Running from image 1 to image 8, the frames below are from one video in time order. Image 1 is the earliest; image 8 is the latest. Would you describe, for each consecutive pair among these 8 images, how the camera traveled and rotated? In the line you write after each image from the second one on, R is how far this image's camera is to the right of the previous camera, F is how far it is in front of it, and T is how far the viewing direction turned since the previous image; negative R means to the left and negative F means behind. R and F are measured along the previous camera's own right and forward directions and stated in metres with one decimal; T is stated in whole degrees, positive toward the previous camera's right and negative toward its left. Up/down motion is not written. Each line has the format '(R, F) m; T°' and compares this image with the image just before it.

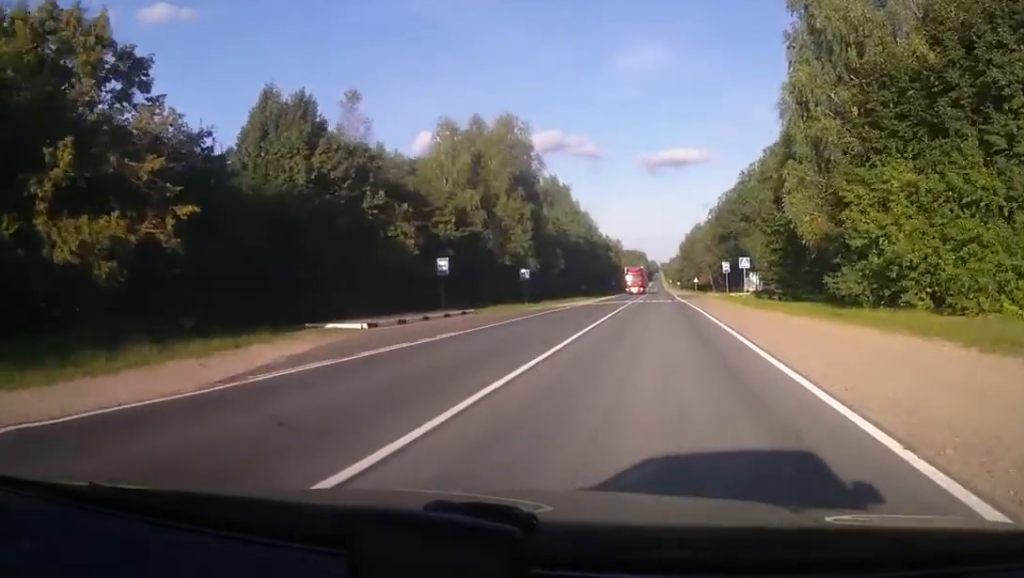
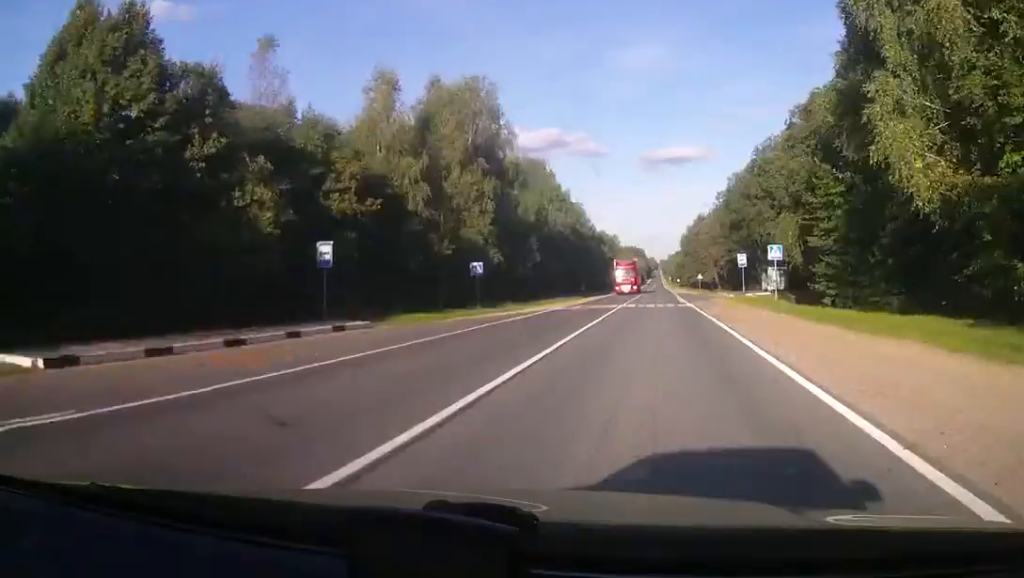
(0.0, +14.6) m; 0°
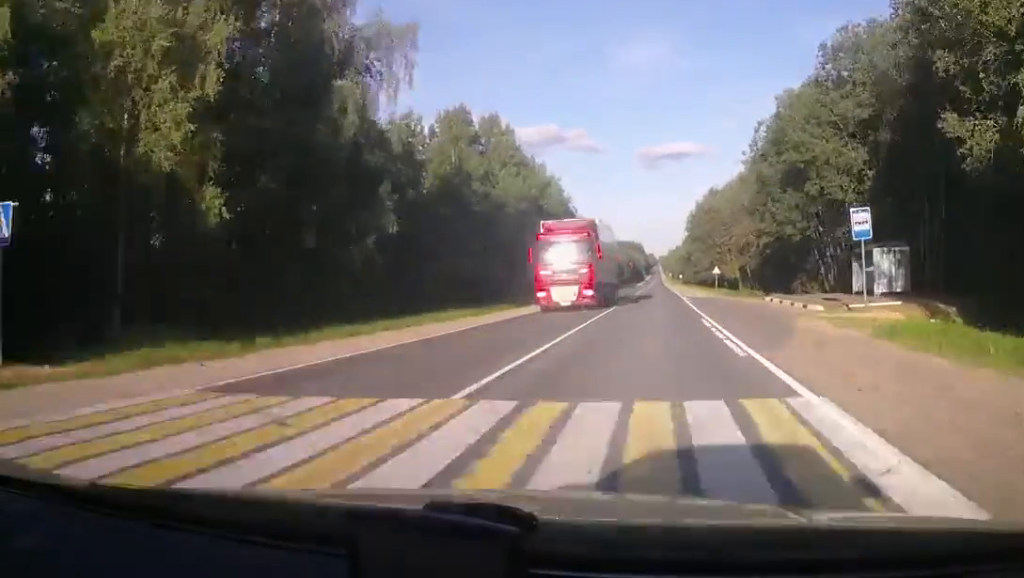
(+0.2, +33.0) m; +1°
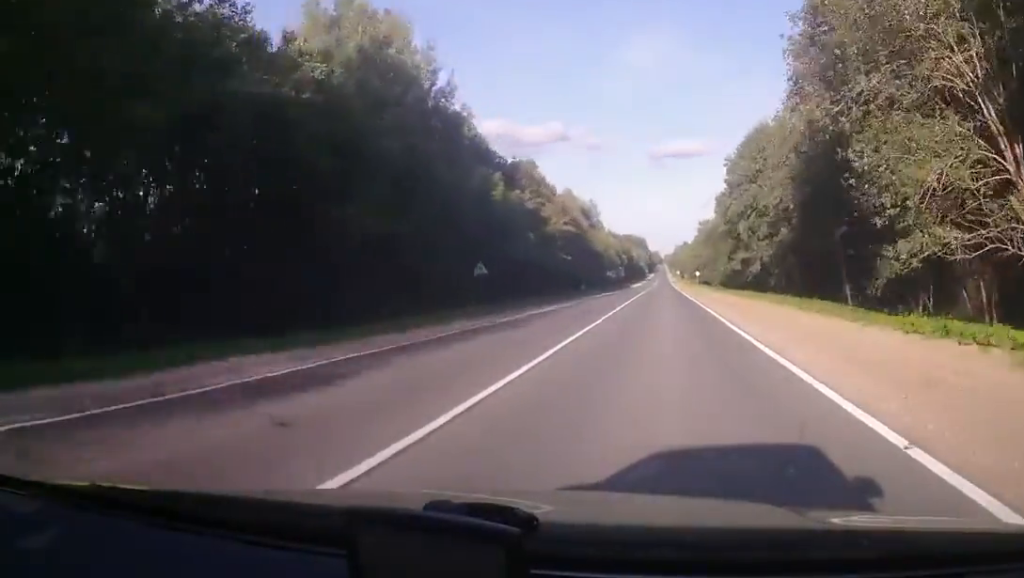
(-0.1, +70.5) m; -1°
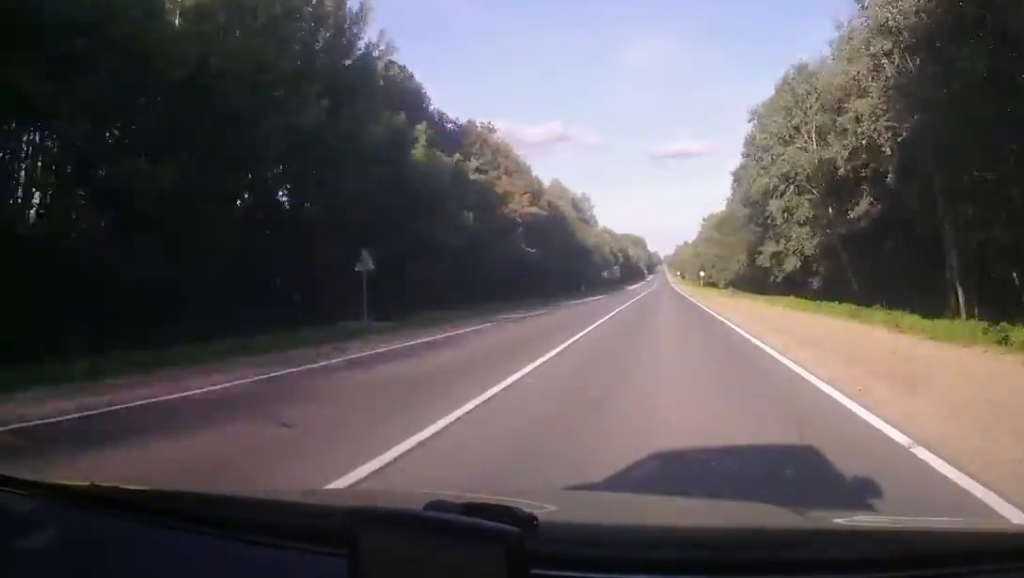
(-0.1, +15.9) m; 0°
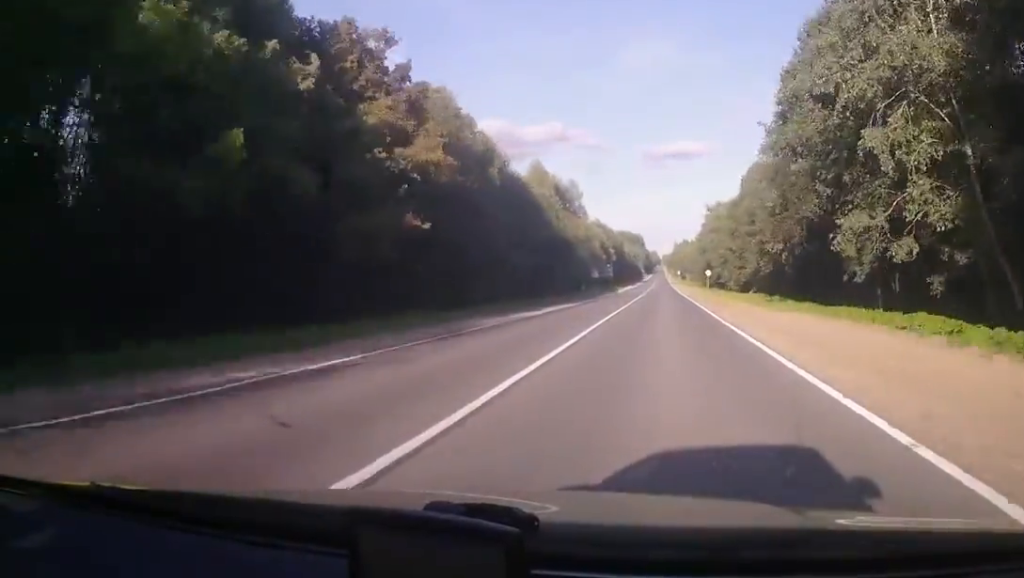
(-0.1, +18.8) m; 0°
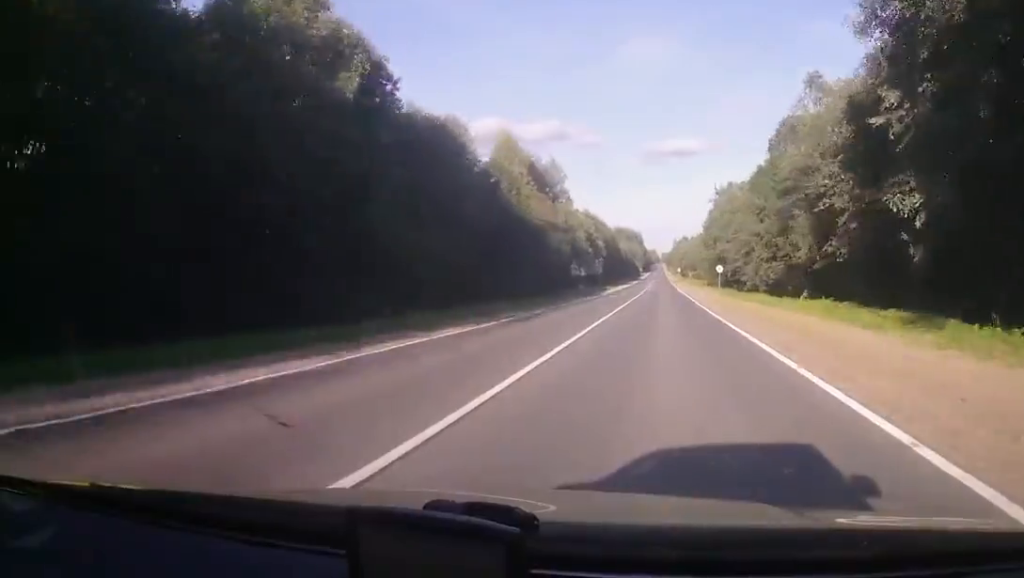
(+0.2, +22.0) m; +1°
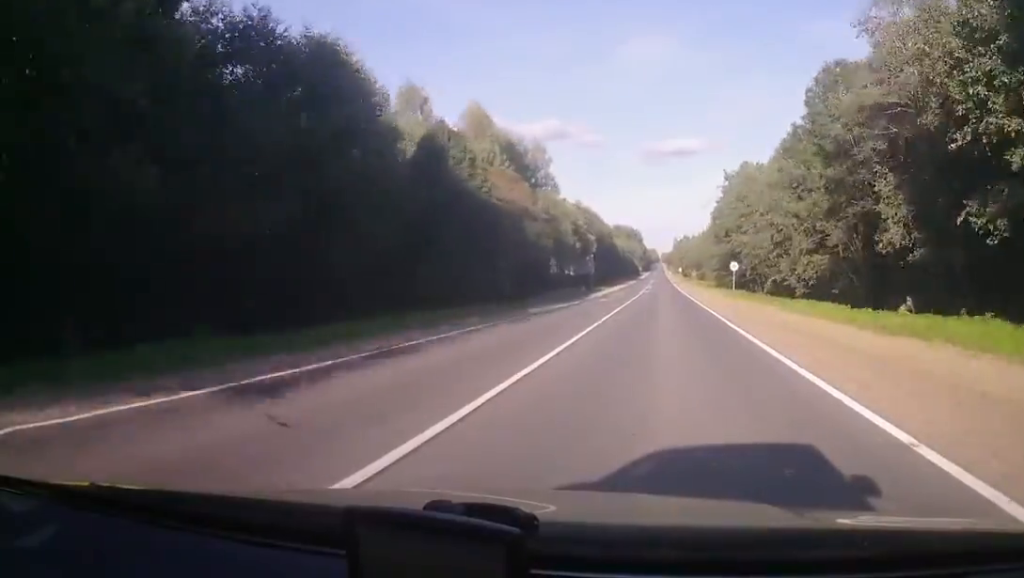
(+0.1, +15.4) m; 0°
